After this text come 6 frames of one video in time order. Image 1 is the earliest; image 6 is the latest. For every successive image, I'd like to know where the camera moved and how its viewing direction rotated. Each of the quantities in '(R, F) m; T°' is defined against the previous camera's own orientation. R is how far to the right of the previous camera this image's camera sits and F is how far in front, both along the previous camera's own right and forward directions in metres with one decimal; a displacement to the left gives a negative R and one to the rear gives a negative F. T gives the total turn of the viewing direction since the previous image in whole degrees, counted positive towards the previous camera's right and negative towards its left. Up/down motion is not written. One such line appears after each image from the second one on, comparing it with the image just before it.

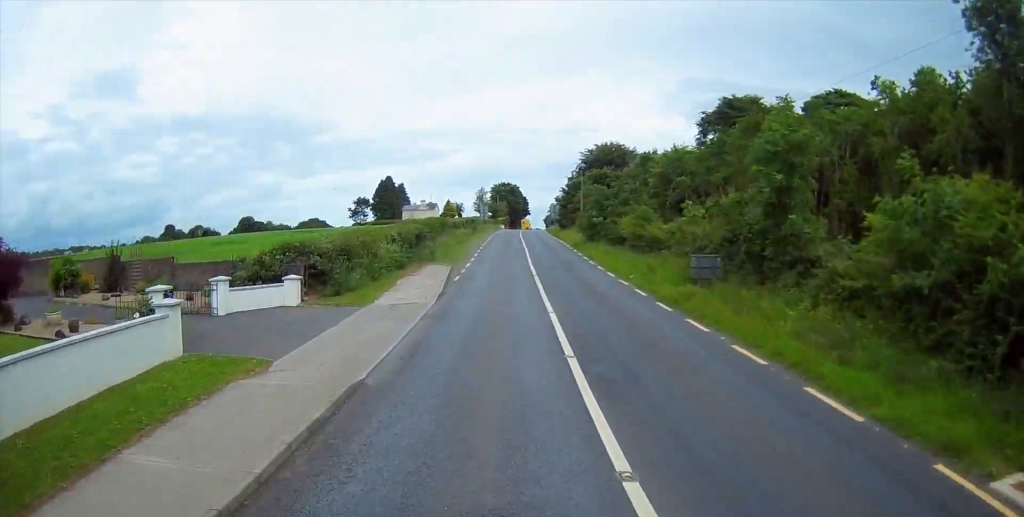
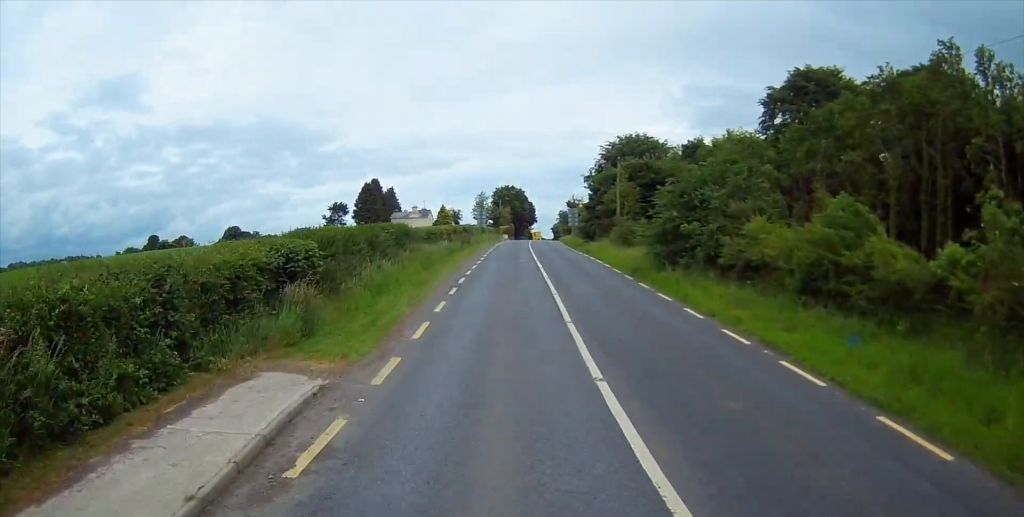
(-0.3, +25.3) m; -1°
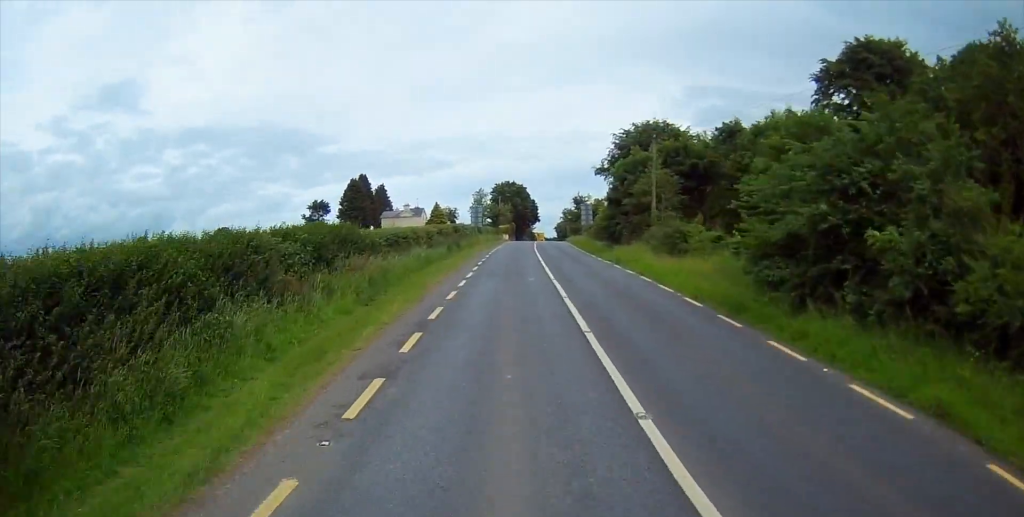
(0.0, +14.3) m; +1°
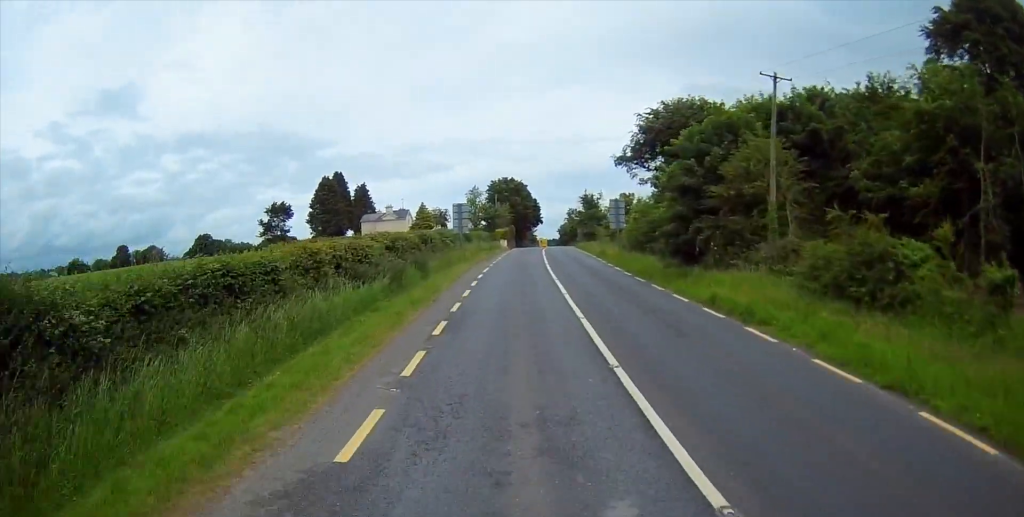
(+0.2, +21.0) m; +1°
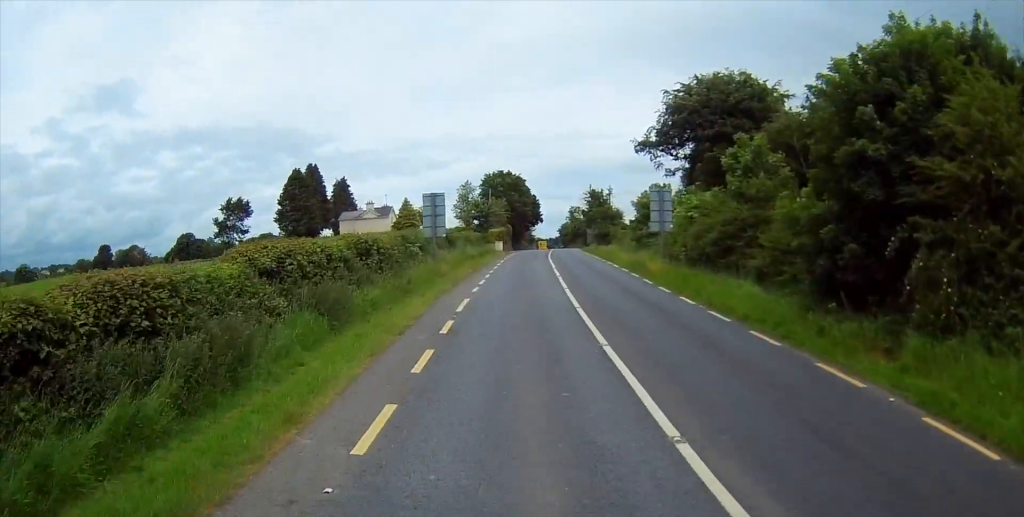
(0.0, +15.9) m; 0°
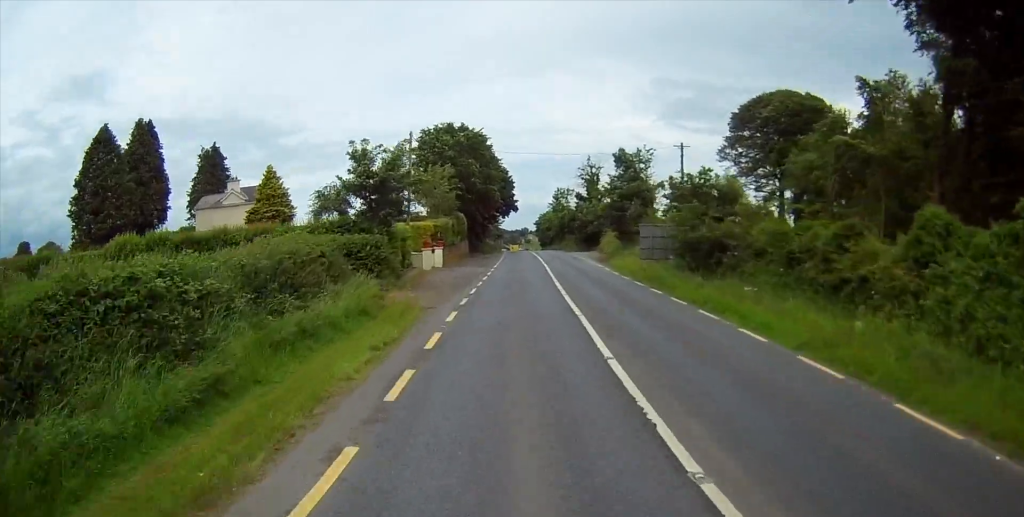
(+0.2, +50.9) m; +3°
